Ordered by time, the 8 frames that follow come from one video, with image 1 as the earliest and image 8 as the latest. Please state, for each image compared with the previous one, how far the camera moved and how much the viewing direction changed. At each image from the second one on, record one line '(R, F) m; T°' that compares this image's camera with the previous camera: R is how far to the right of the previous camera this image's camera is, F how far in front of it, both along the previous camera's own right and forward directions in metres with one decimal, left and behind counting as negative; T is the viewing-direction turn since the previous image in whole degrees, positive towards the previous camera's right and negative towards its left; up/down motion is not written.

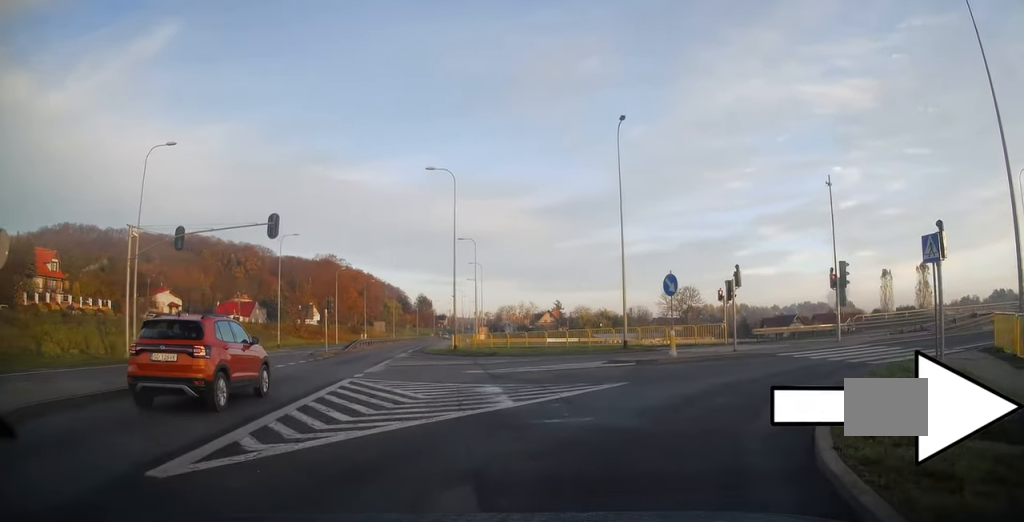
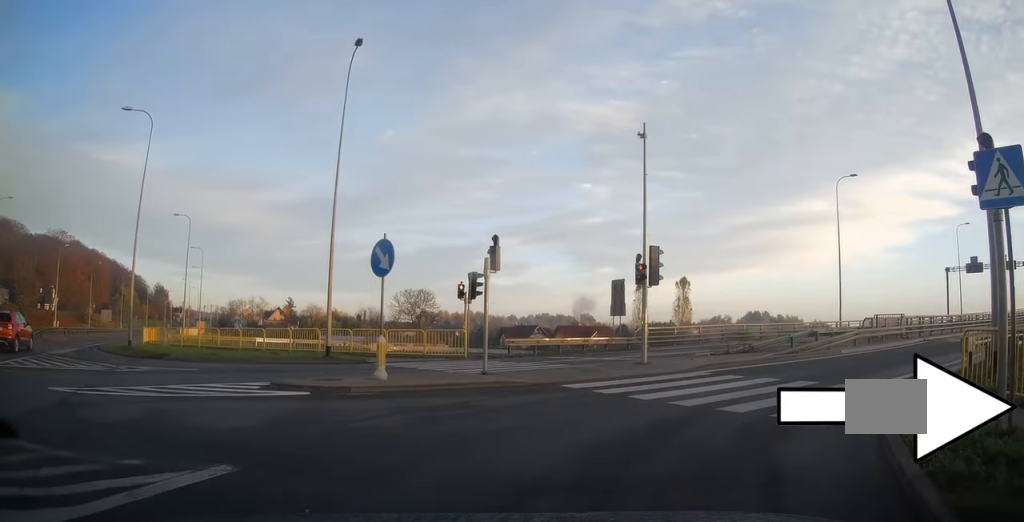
(+1.6, +7.9) m; +27°
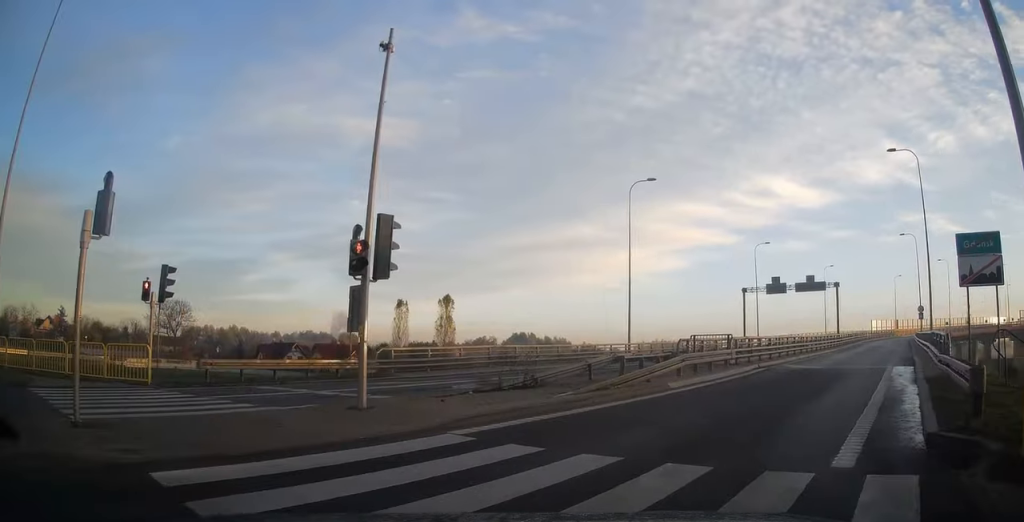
(+1.5, +6.4) m; +24°
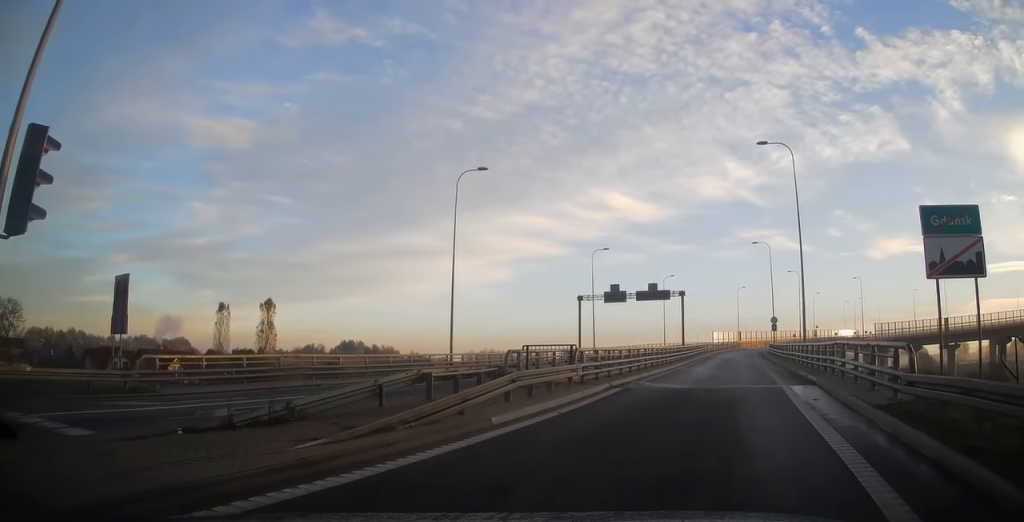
(+0.6, +5.1) m; +14°
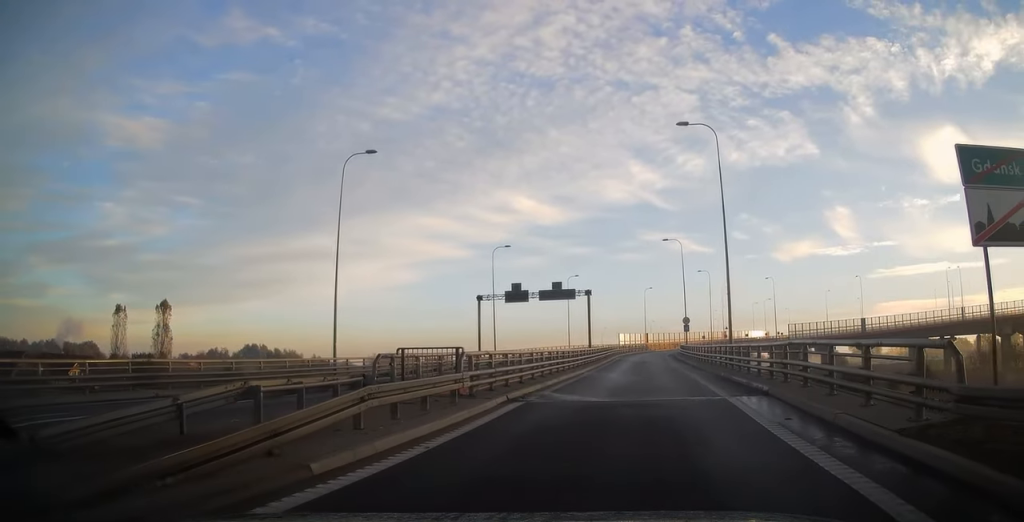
(+0.5, +4.1) m; +5°
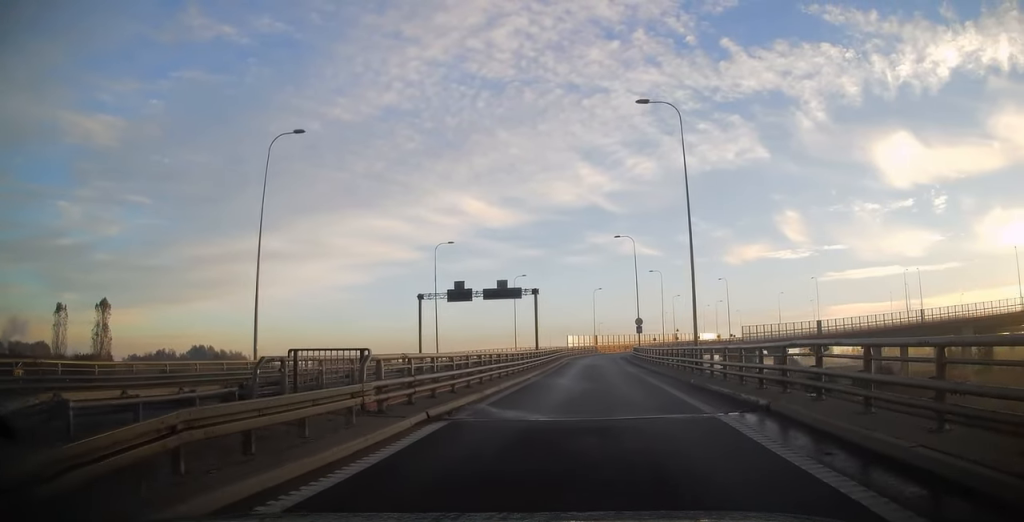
(+0.3, +3.6) m; +4°
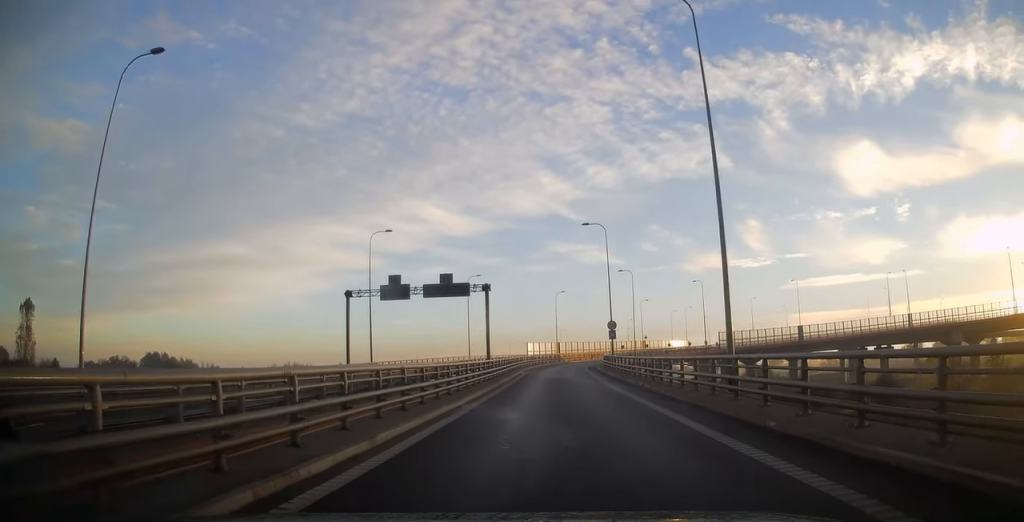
(+0.5, +11.0) m; +3°
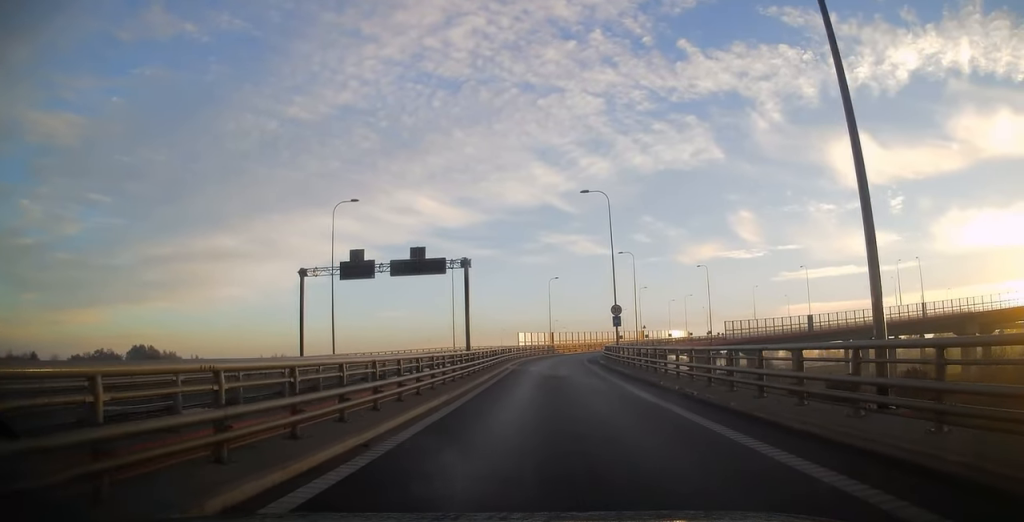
(+0.1, +8.4) m; +1°
